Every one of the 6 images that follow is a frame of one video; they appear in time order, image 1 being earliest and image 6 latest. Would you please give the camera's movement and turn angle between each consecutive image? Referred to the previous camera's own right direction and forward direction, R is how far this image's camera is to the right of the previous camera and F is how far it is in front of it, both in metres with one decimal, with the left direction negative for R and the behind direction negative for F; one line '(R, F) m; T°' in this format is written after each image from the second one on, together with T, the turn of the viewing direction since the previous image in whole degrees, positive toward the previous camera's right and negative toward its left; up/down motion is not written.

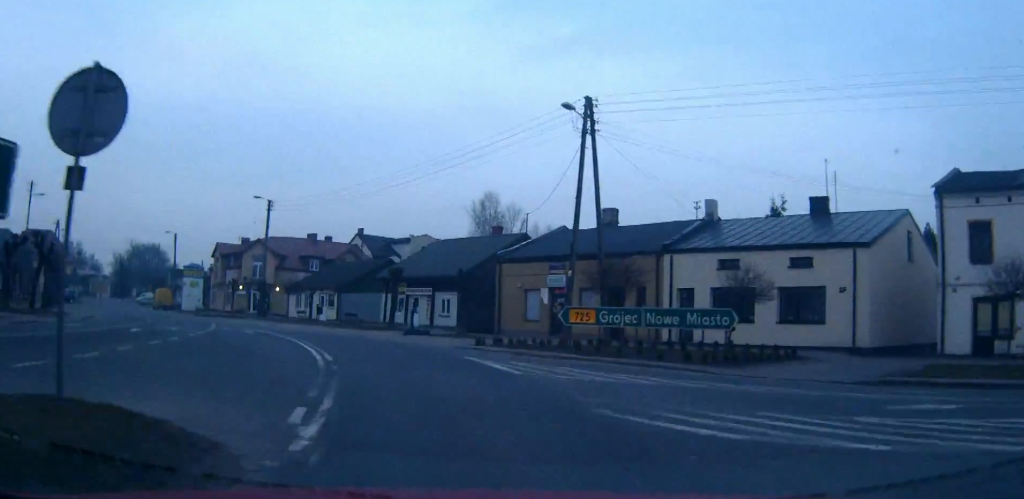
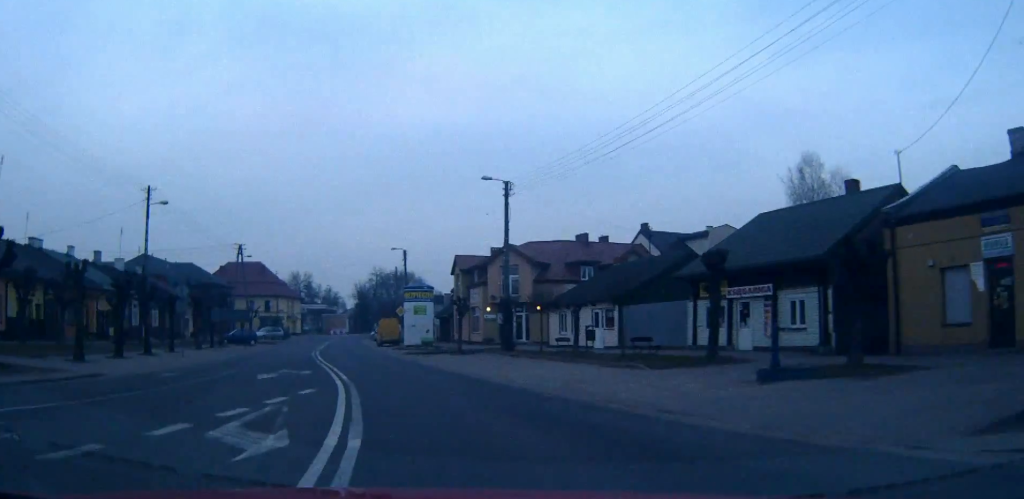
(-2.6, +18.8) m; -18°
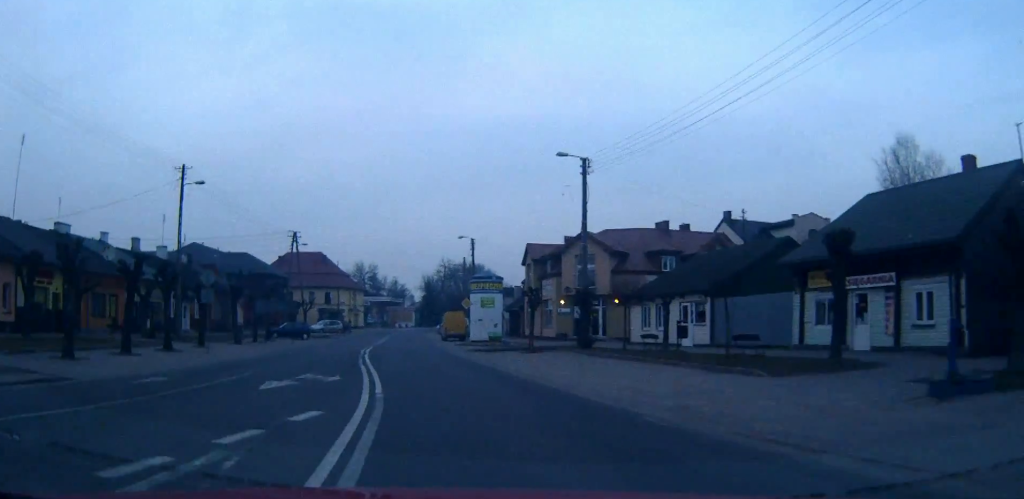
(-0.2, +4.6) m; -5°
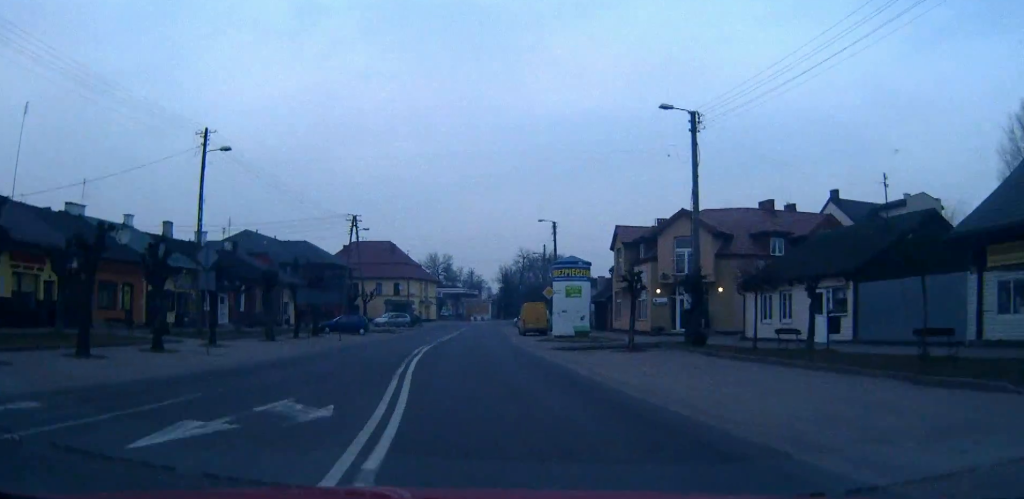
(-0.6, +7.3) m; -6°
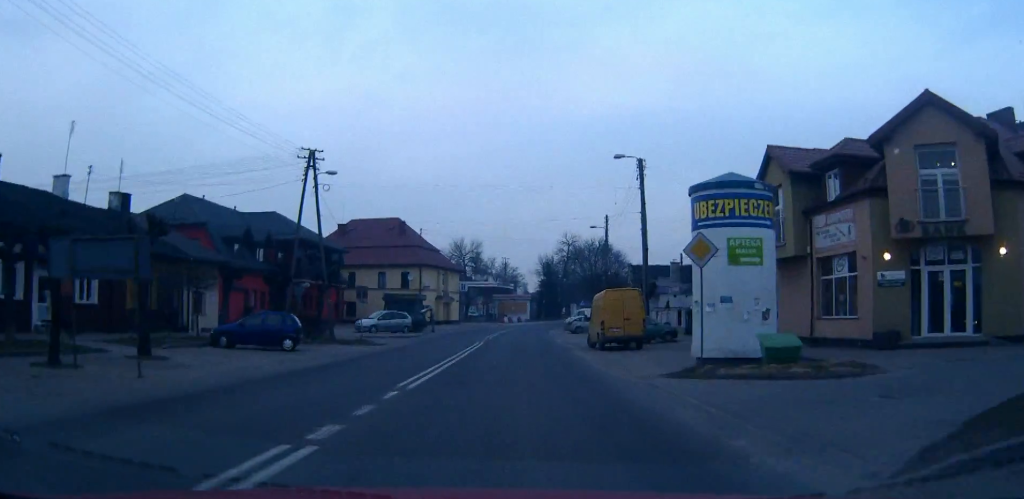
(-2.6, +26.1) m; -7°
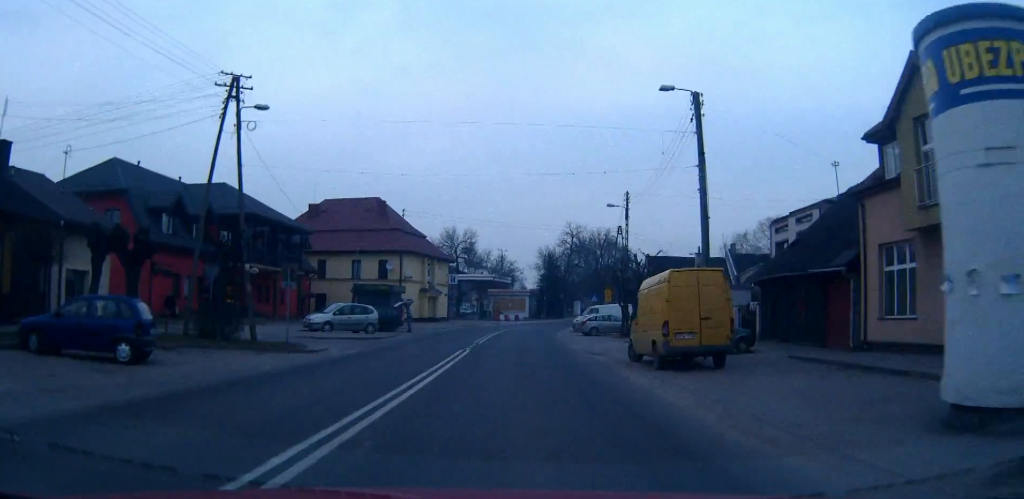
(0.0, +12.4) m; 0°
